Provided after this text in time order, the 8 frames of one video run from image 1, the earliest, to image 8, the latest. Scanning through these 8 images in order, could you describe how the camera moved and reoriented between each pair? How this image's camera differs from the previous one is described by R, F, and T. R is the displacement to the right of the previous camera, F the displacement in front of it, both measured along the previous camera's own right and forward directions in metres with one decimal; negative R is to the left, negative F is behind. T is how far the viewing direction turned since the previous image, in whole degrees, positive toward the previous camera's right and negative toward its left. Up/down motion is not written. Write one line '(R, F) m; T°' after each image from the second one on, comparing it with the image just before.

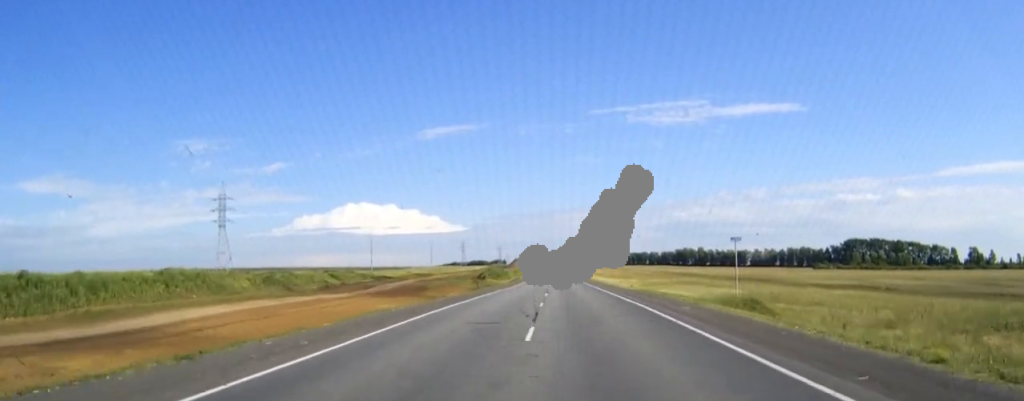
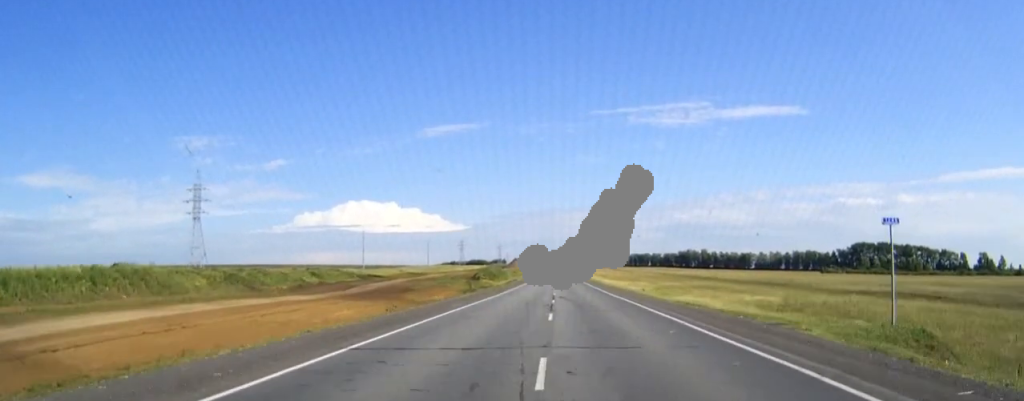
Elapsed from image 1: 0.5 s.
(0.0, +17.3) m; 0°
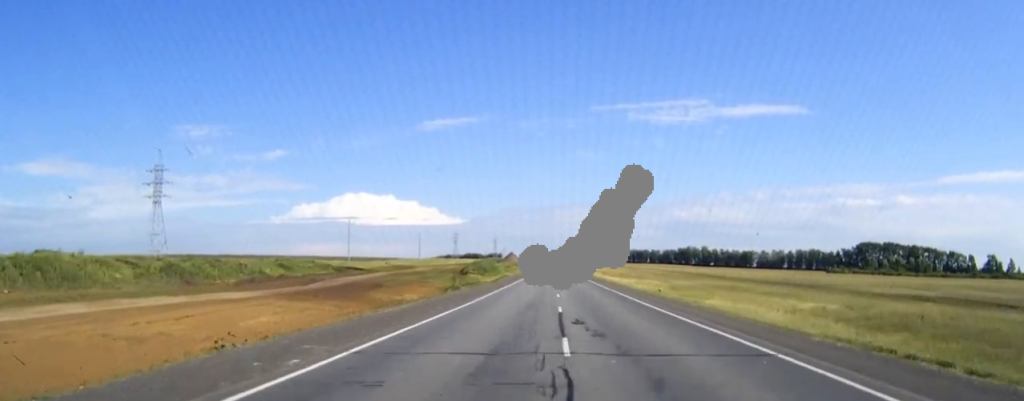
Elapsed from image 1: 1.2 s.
(0.0, +20.7) m; 0°
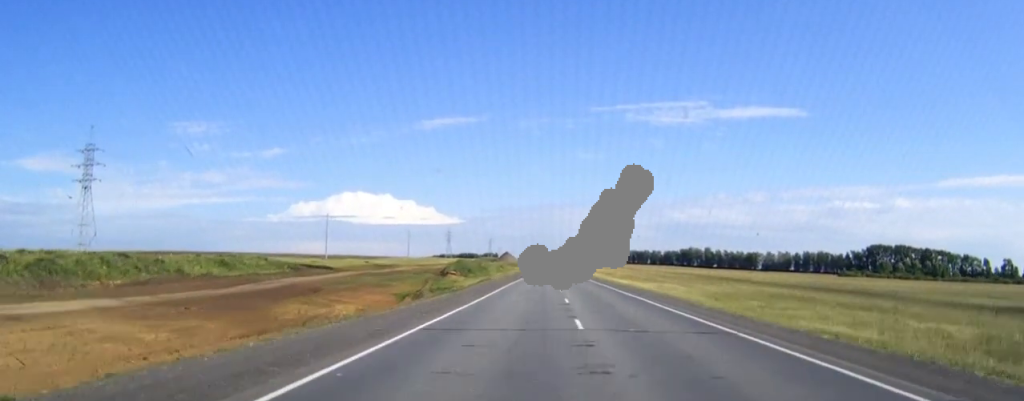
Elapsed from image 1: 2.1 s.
(0.0, +30.8) m; 0°
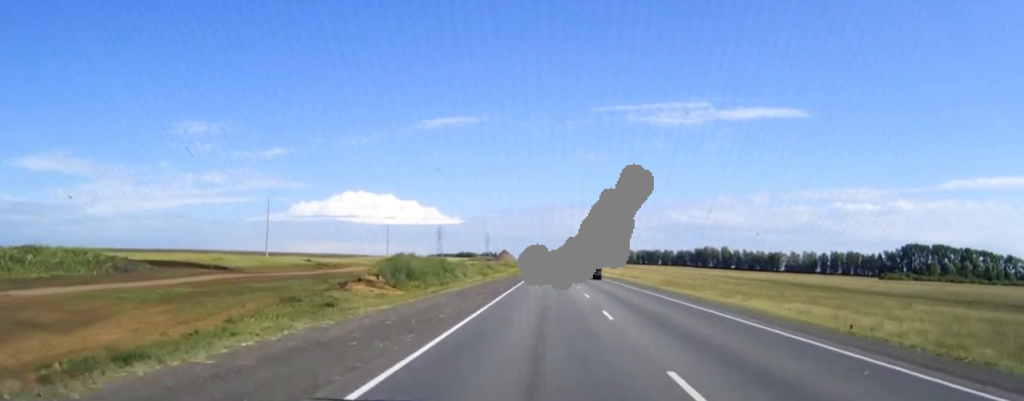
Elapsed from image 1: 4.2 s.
(+0.1, +69.3) m; 0°
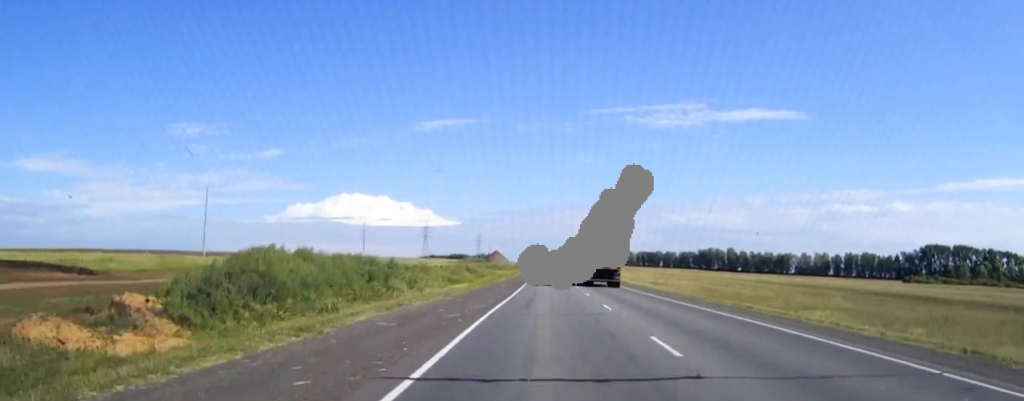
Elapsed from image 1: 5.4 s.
(0.0, +43.1) m; 0°
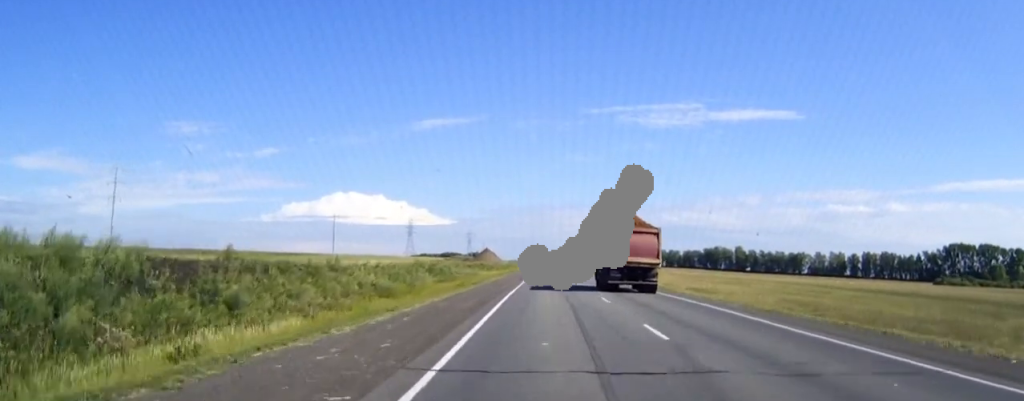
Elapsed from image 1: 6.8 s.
(+0.2, +46.5) m; 0°
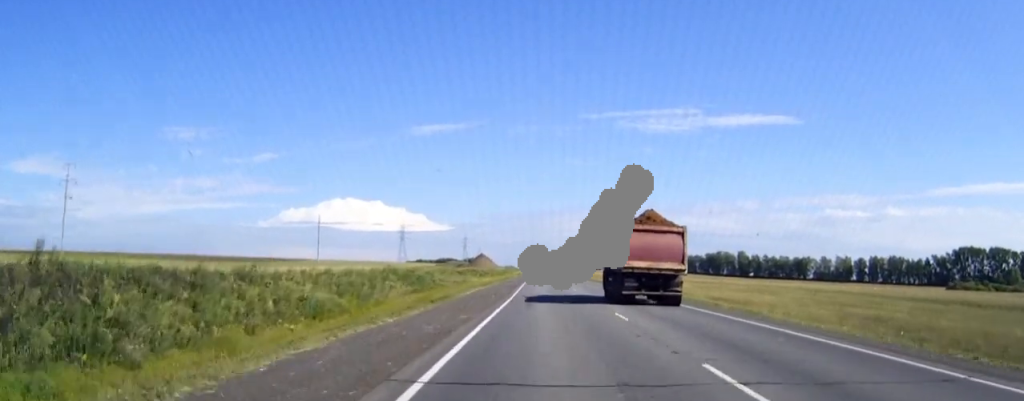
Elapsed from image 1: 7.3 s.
(0.0, +18.1) m; 0°
